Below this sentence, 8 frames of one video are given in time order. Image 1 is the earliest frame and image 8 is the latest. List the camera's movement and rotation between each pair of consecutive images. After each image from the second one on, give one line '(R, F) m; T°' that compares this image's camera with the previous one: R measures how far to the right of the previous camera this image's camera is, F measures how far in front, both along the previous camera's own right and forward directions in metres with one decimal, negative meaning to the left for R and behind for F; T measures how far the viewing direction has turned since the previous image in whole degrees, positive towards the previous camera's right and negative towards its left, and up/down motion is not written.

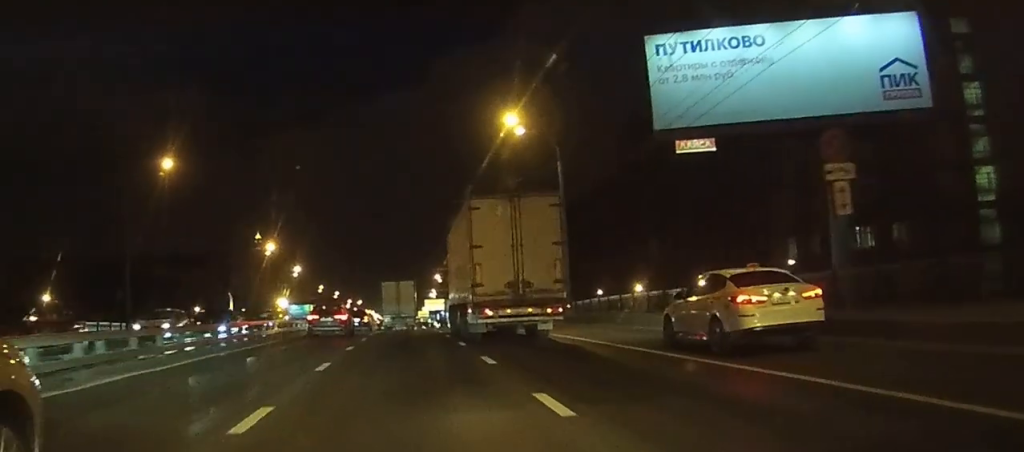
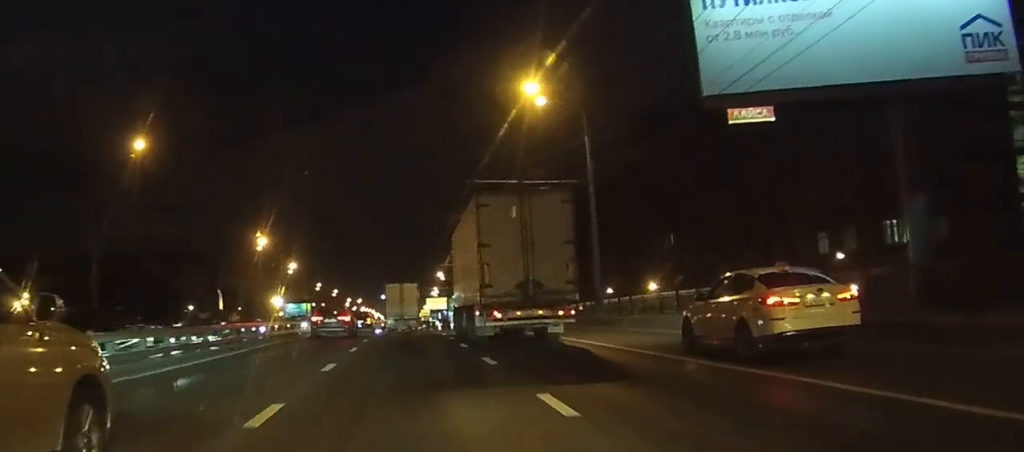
(0.0, +7.5) m; 0°
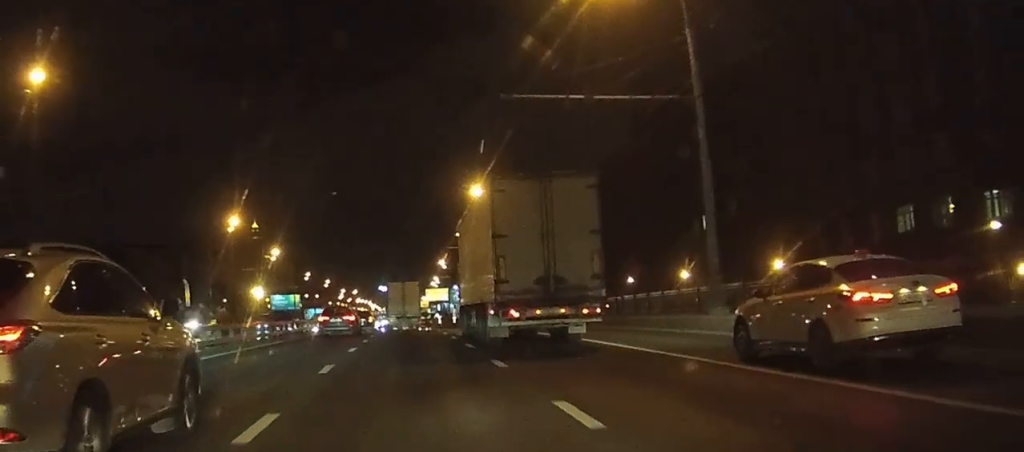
(0.0, +16.8) m; 0°
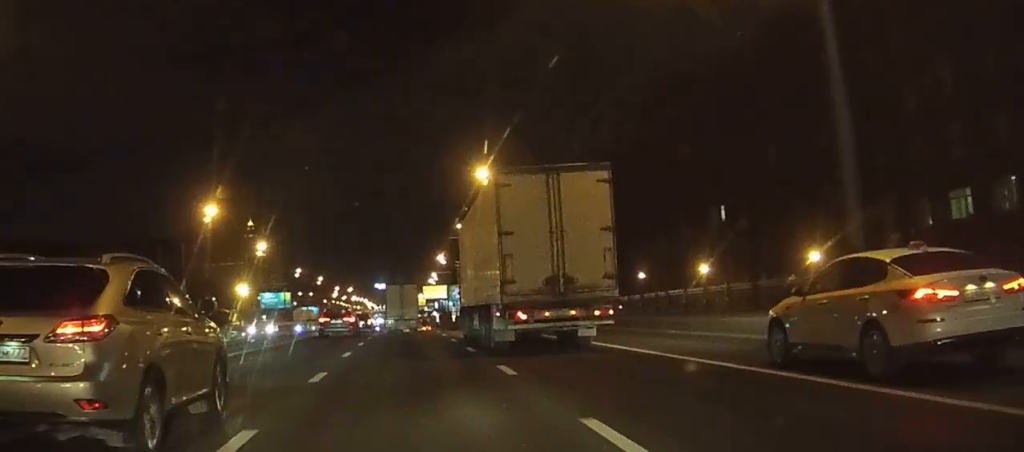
(0.0, +9.3) m; 0°
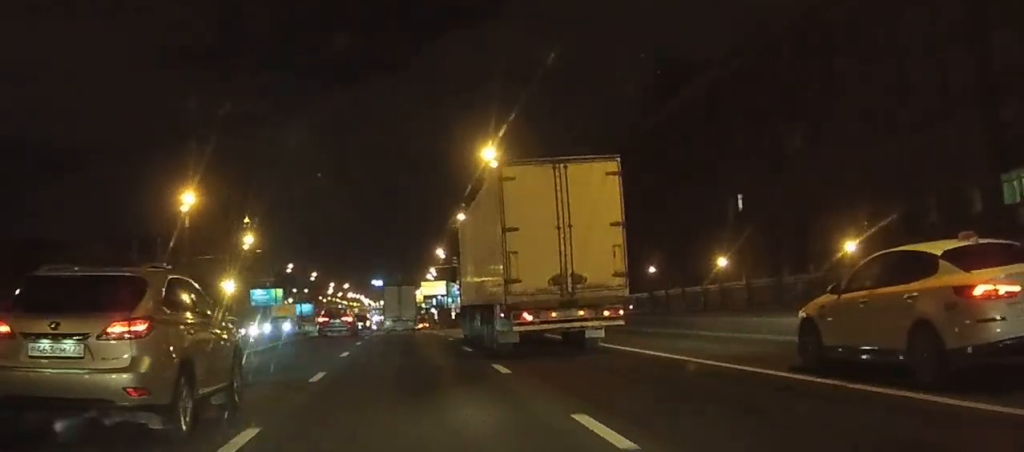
(0.0, +7.5) m; 0°
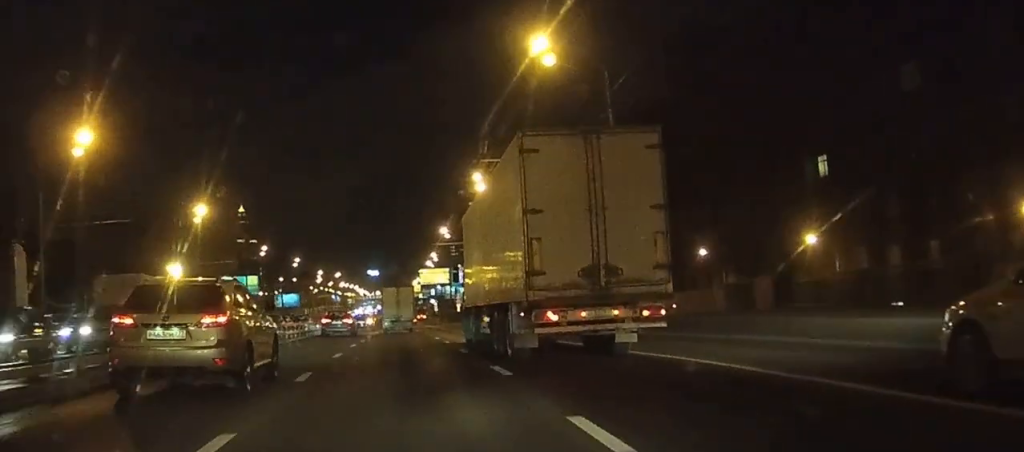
(-0.1, +24.1) m; 0°
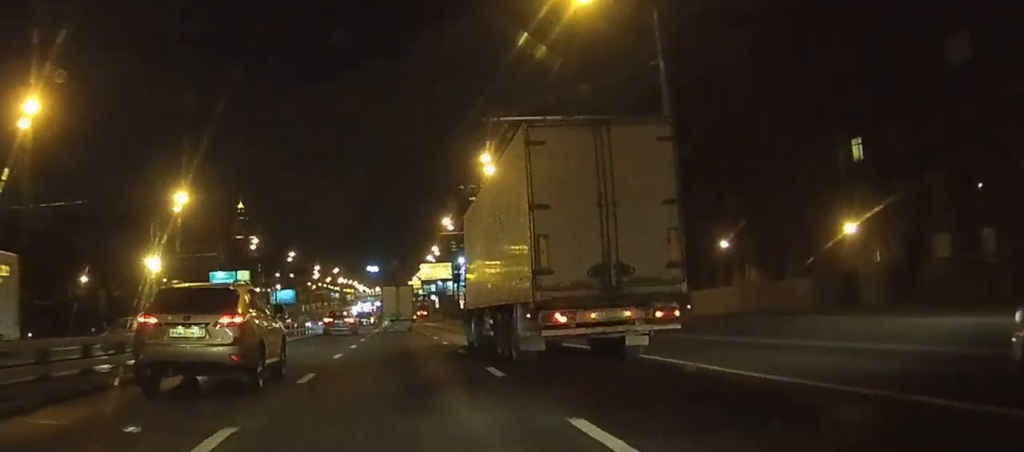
(0.0, +7.4) m; 0°
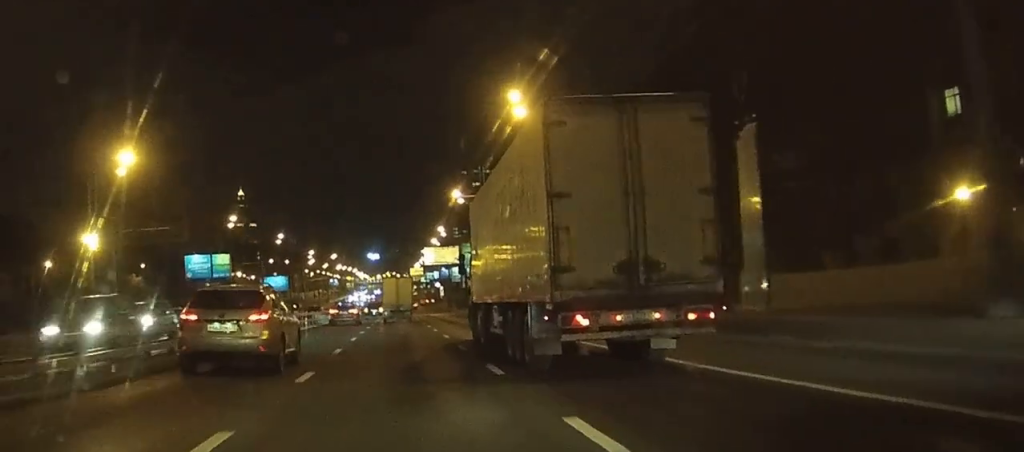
(0.0, +16.0) m; 0°
